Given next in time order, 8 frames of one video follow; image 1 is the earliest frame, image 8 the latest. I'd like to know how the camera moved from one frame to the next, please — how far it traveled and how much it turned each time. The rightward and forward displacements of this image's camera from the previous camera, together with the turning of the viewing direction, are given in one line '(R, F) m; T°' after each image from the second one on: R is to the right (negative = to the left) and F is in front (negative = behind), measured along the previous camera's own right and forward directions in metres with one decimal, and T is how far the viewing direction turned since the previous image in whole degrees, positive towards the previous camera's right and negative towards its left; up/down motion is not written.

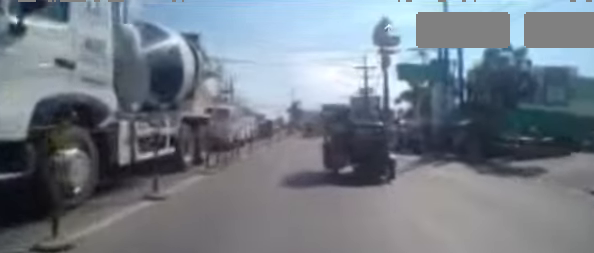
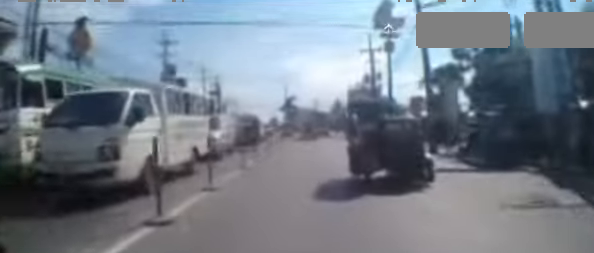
(+0.5, +8.1) m; +6°
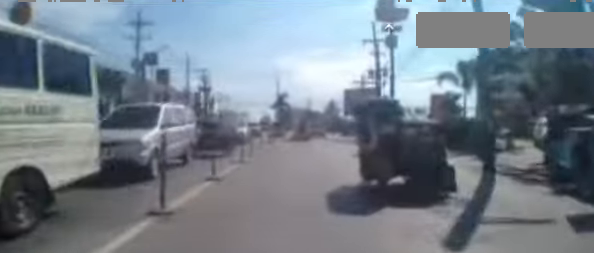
(0.0, +5.2) m; 0°
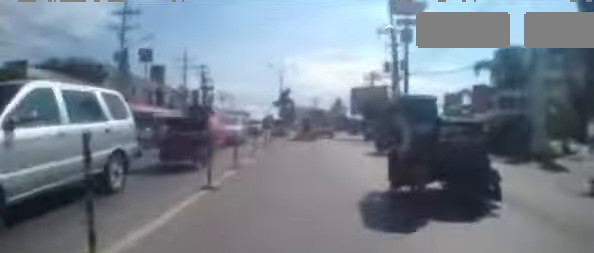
(0.0, +3.8) m; -1°
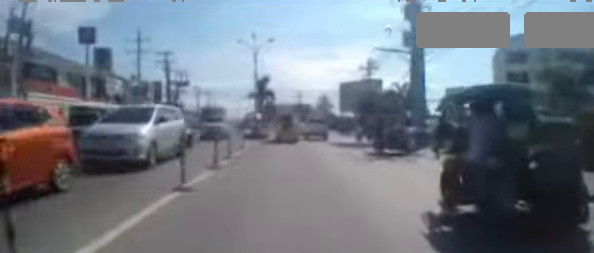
(-0.4, +9.5) m; -3°
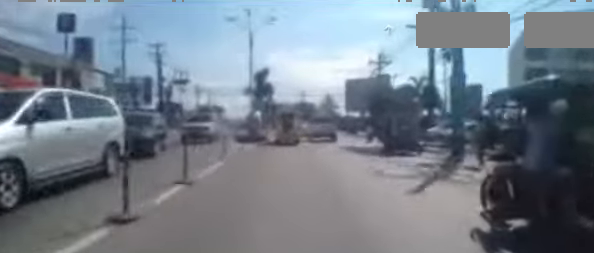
(-0.1, +4.5) m; +1°
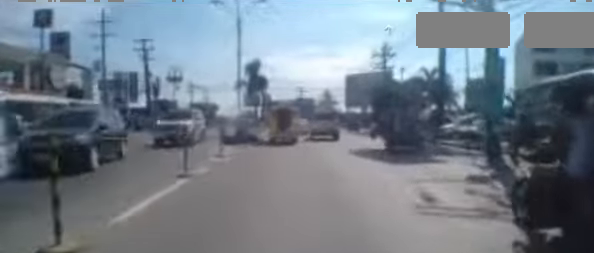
(+0.2, +3.3) m; +1°
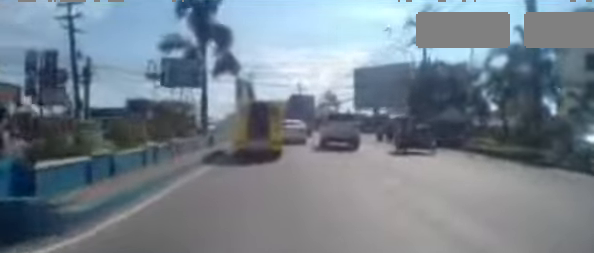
(+0.1, +14.0) m; +8°
